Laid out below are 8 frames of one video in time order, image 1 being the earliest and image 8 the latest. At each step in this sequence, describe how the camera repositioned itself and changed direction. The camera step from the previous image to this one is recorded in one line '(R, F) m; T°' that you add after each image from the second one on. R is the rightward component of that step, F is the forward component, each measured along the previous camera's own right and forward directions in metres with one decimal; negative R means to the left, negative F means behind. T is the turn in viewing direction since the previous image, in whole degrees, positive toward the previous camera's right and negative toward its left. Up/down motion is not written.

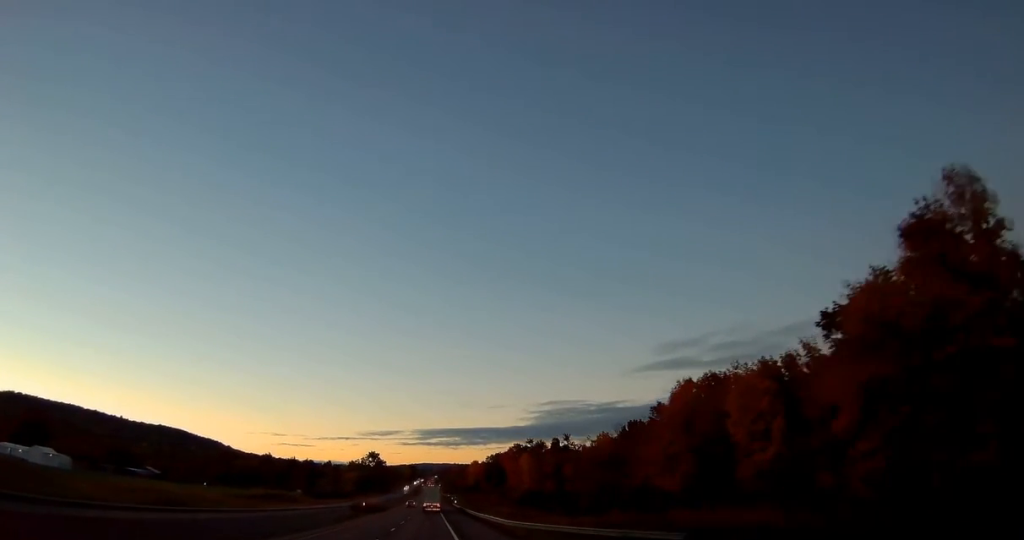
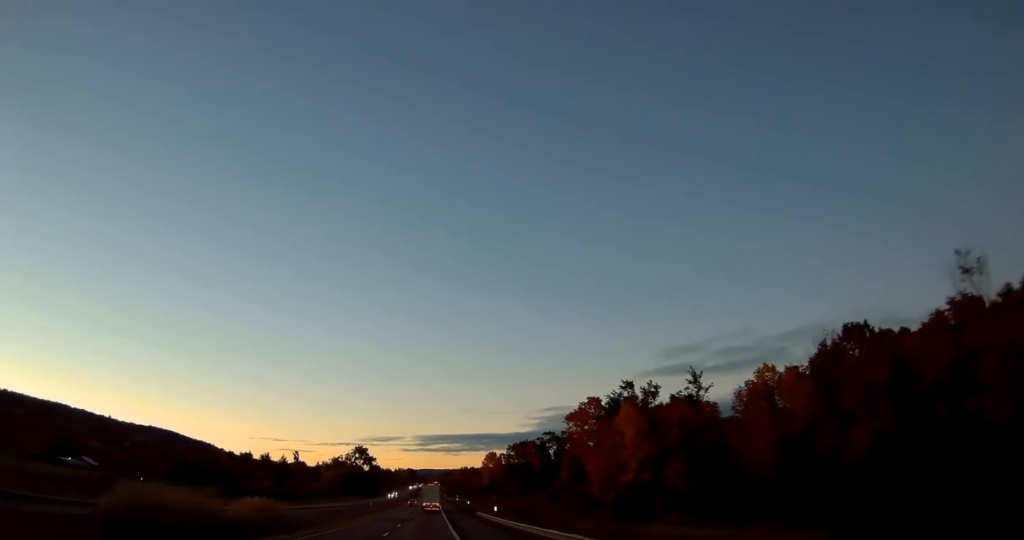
(+0.3, +80.0) m; 0°
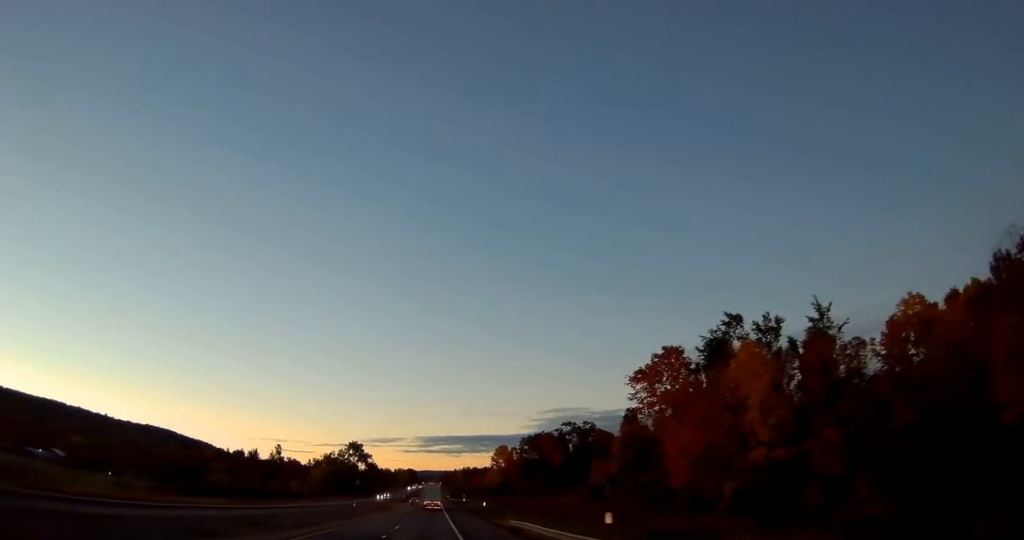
(-0.3, +29.4) m; 0°
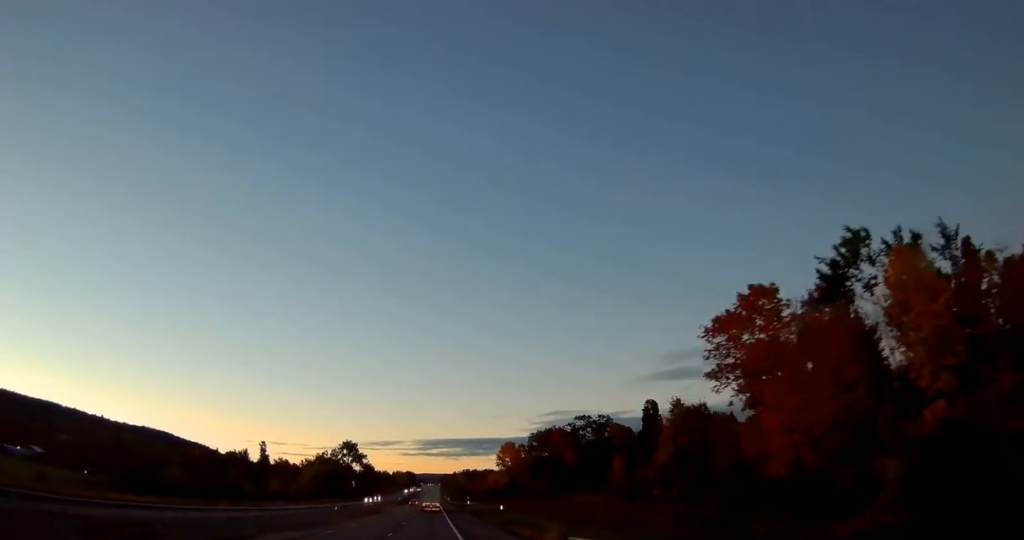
(+0.1, +18.5) m; 0°
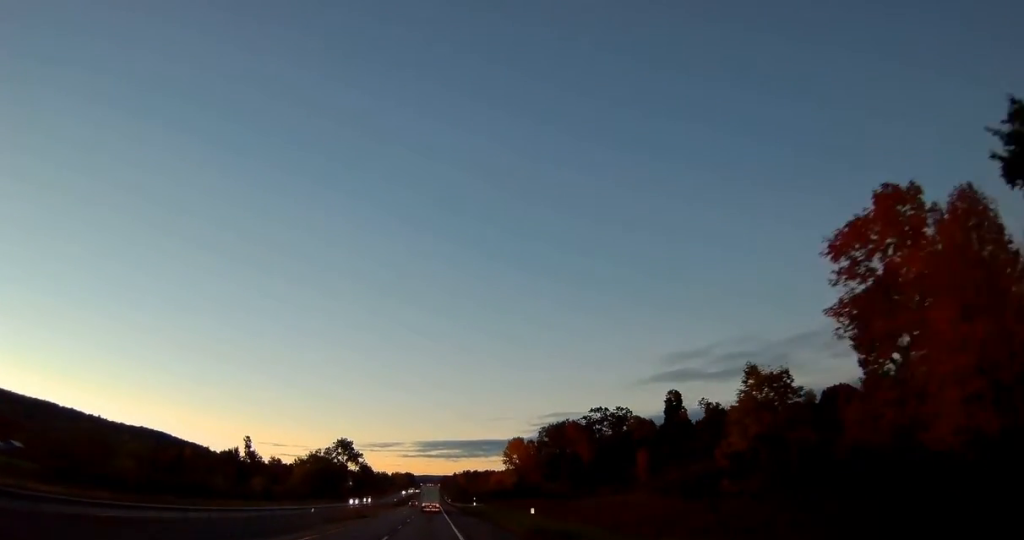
(+0.2, +17.3) m; 0°
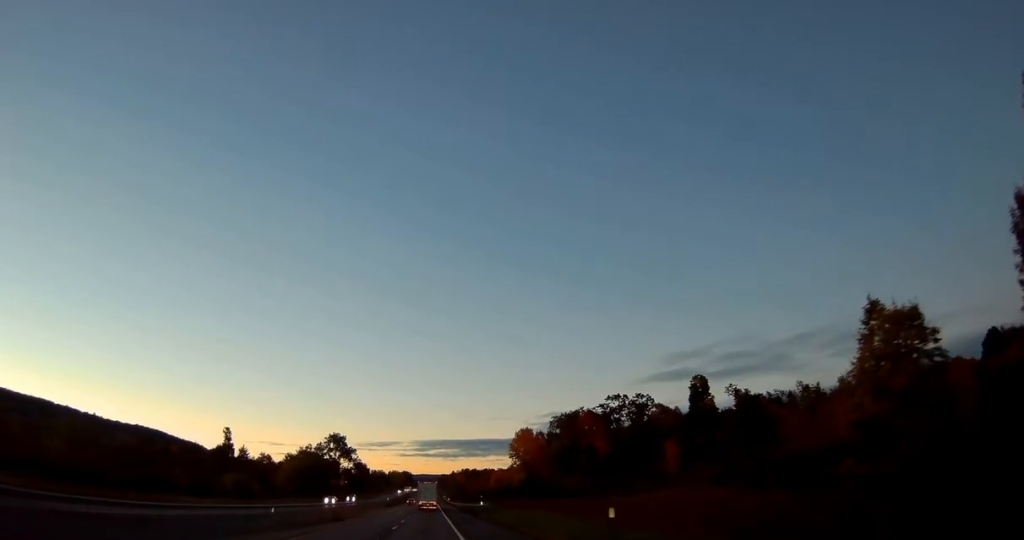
(-0.1, +16.1) m; 0°
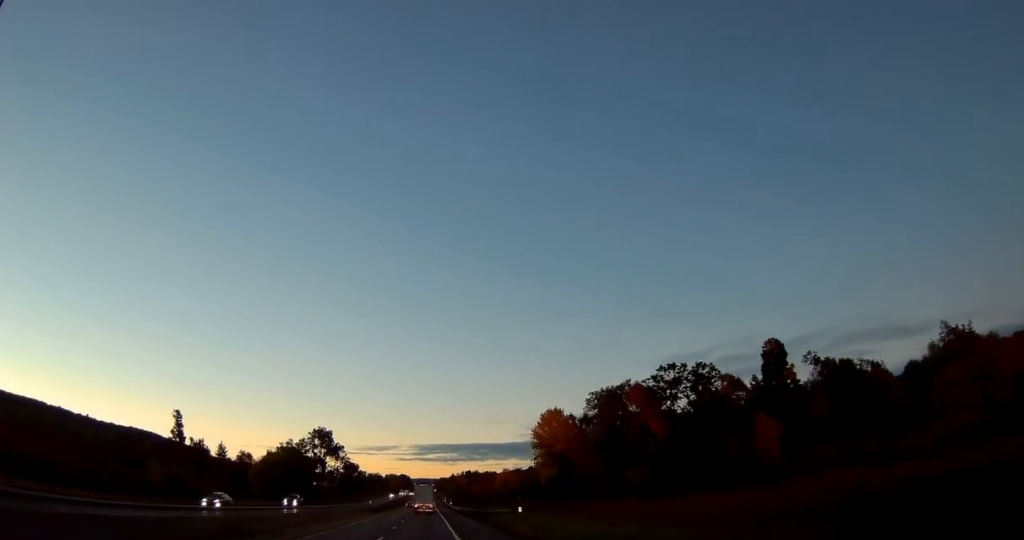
(0.0, +33.4) m; 0°
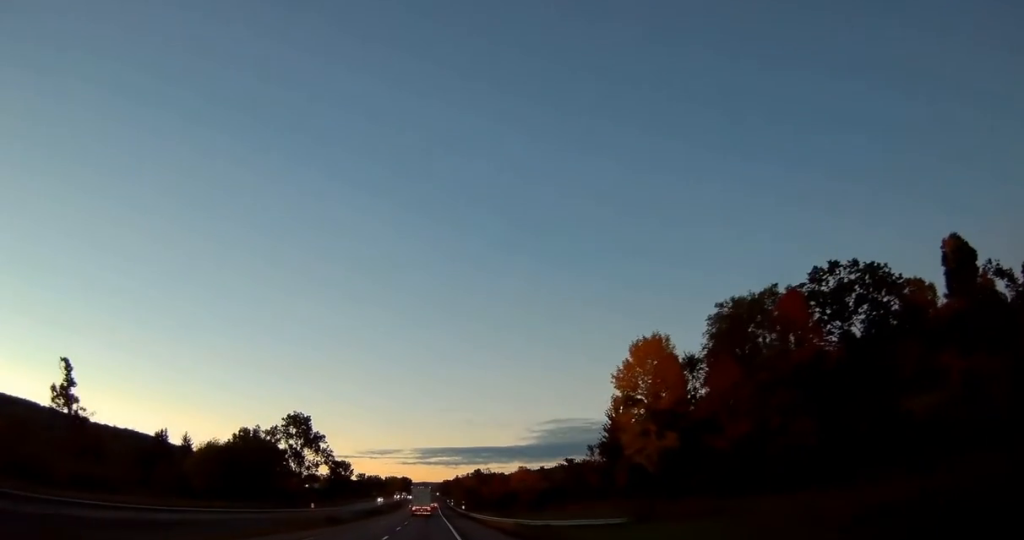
(0.0, +45.8) m; -1°
